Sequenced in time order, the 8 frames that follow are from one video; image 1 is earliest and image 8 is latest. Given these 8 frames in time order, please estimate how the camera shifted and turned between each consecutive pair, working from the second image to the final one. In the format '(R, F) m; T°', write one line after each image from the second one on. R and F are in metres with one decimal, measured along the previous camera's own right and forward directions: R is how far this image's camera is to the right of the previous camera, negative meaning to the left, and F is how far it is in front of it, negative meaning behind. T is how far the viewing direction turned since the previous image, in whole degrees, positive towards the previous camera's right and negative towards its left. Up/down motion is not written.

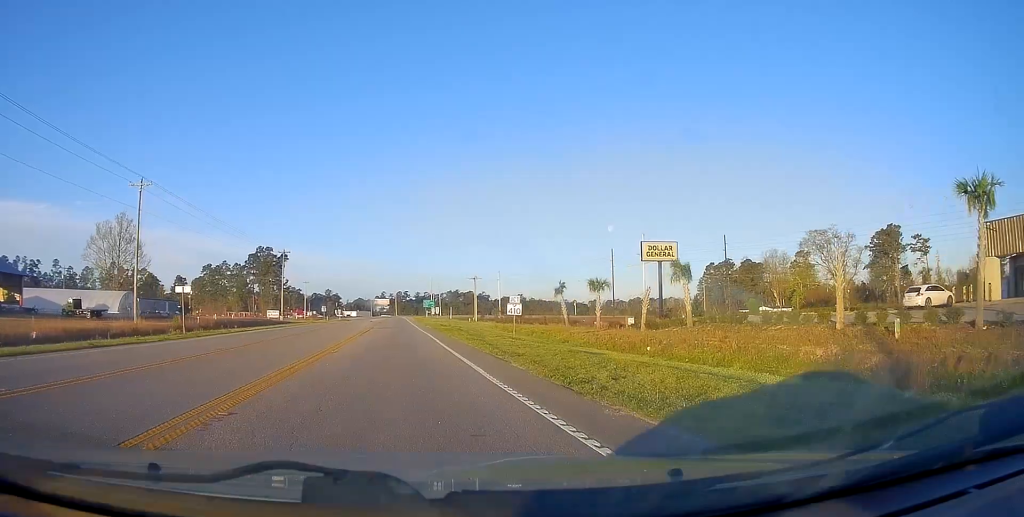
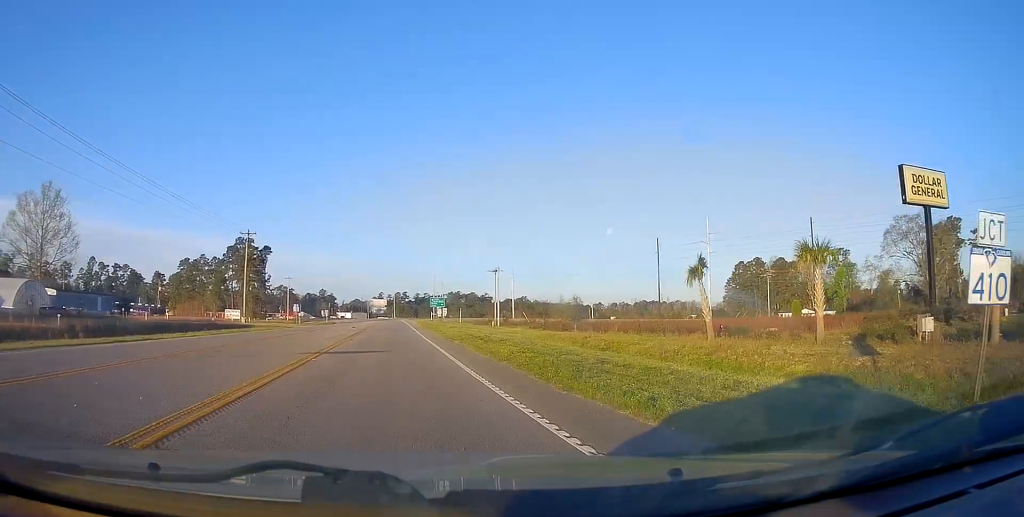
(-0.4, +27.2) m; -1°
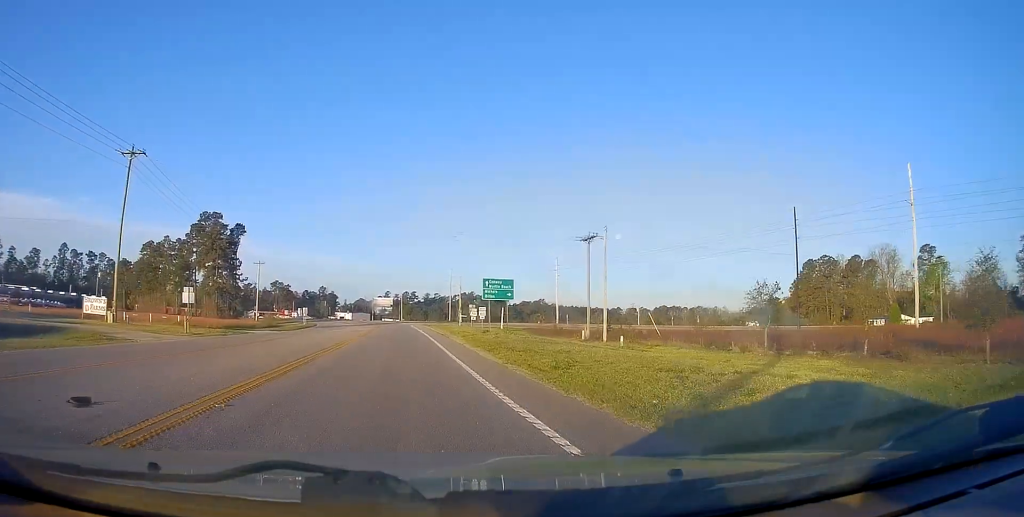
(+0.2, +43.2) m; 0°
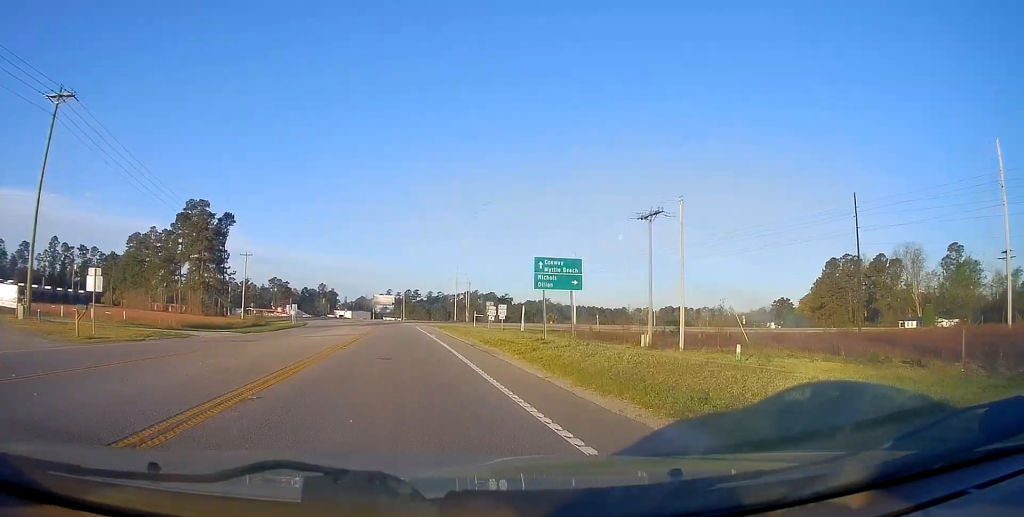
(+0.1, +12.5) m; -1°
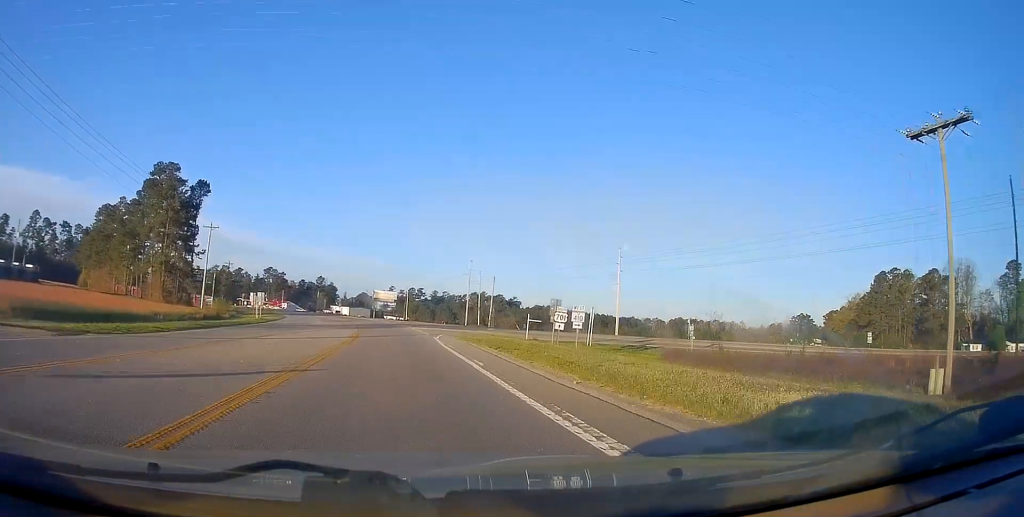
(-0.6, +24.0) m; +1°
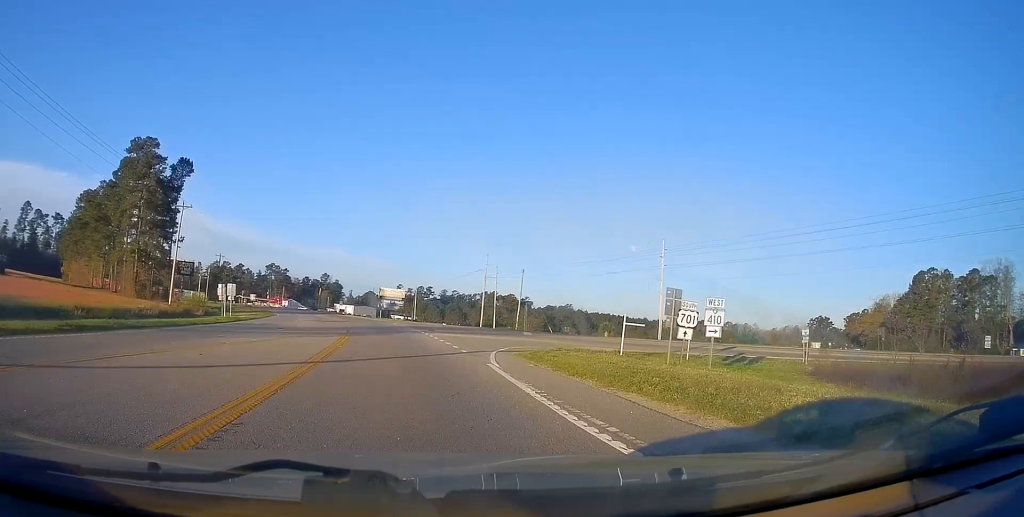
(+0.6, +14.8) m; -1°
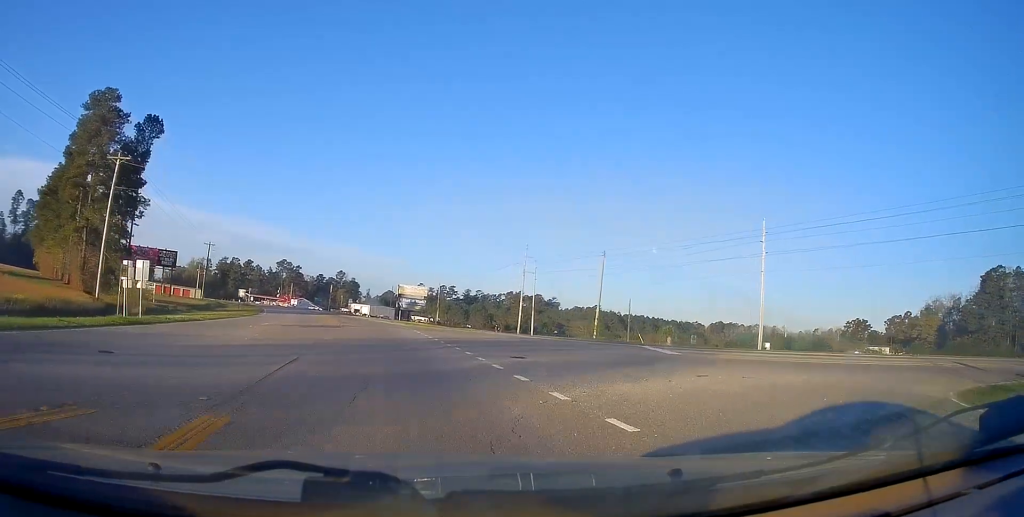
(-0.4, +22.5) m; -1°
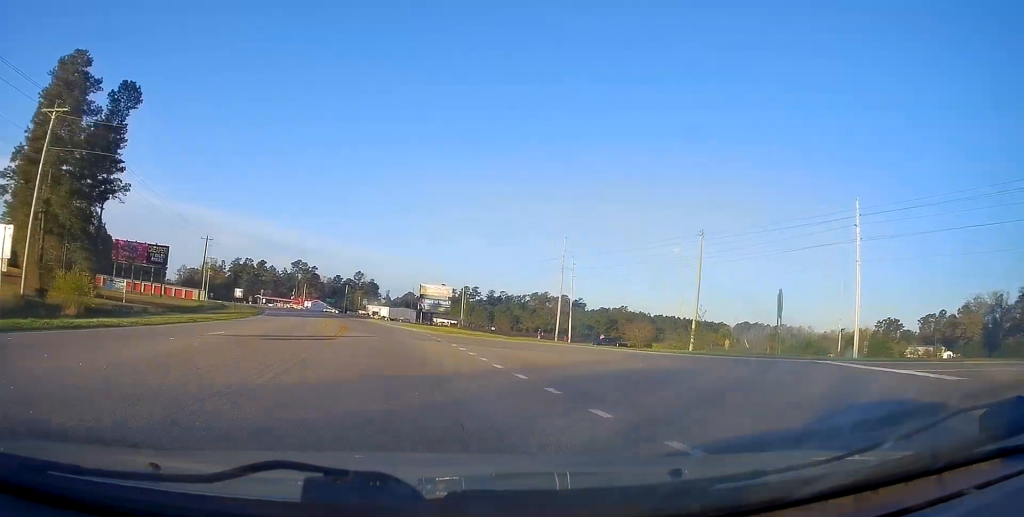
(-0.4, +14.1) m; -1°
